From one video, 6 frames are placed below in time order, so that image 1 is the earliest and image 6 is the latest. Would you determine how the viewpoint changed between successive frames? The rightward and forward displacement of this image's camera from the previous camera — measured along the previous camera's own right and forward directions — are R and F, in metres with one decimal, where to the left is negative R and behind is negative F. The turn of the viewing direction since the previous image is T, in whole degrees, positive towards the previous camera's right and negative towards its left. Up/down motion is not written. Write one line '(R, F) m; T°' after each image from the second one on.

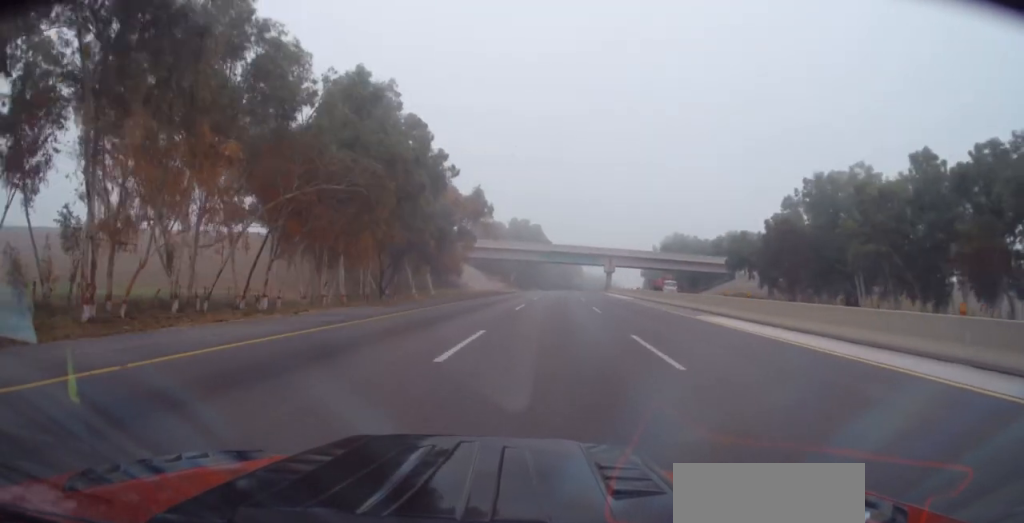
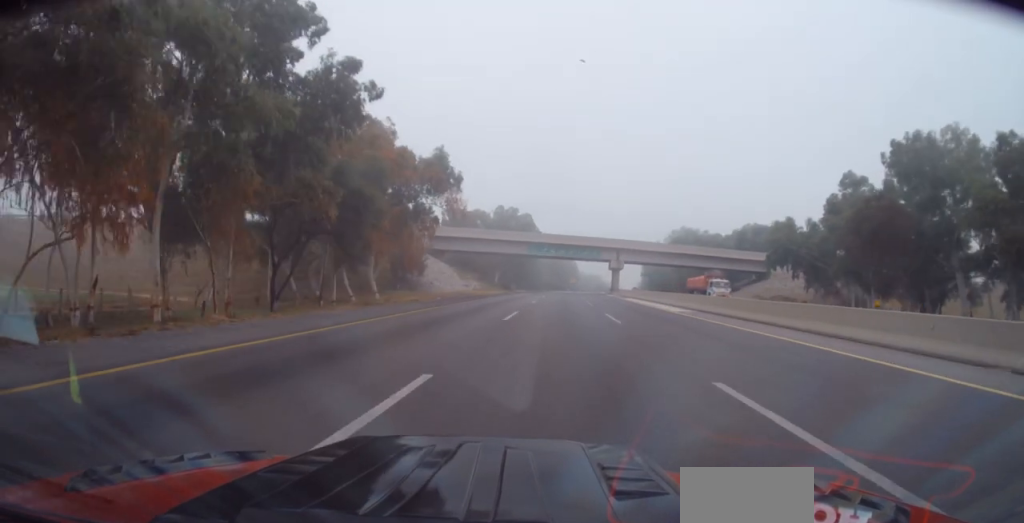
(0.0, +25.7) m; 0°
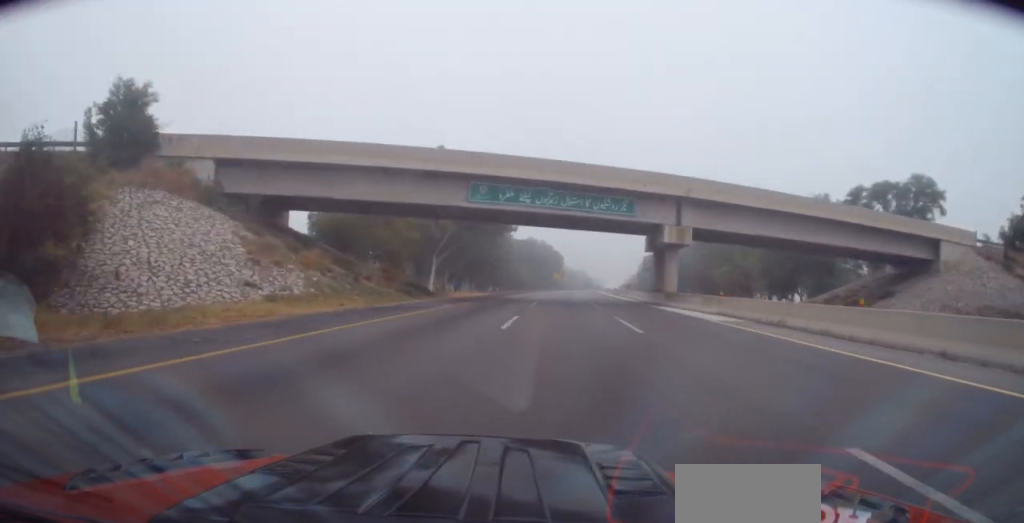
(+1.0, +57.5) m; +2°
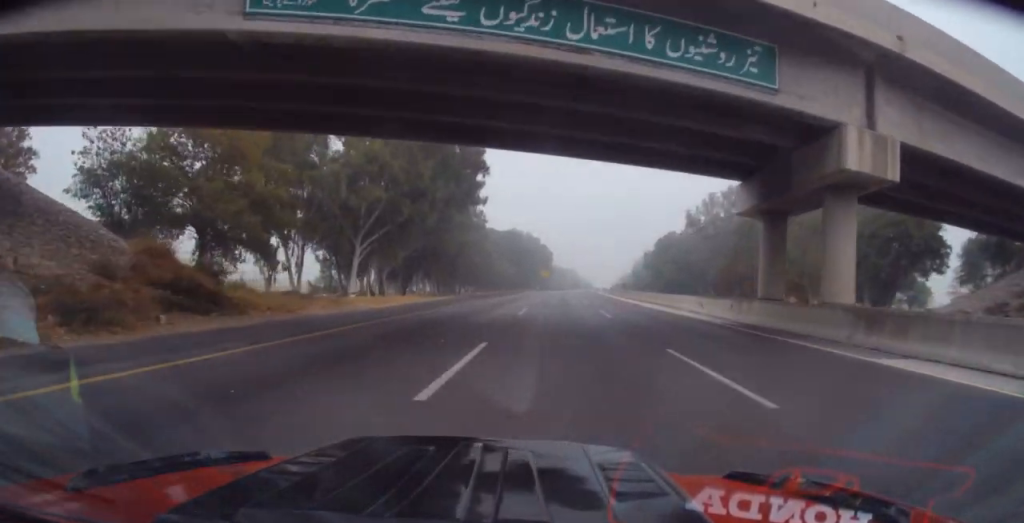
(0.0, +28.3) m; 0°
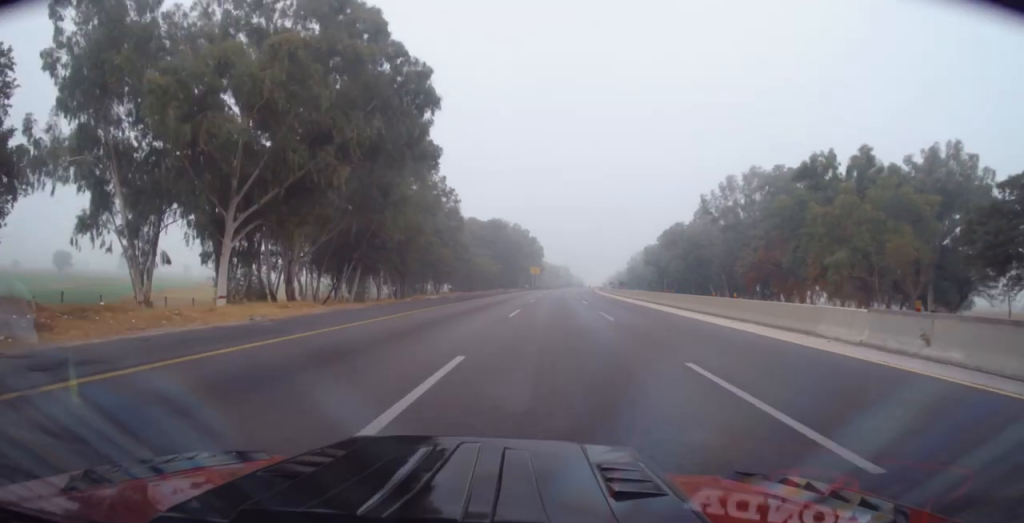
(+0.1, +20.6) m; +2°
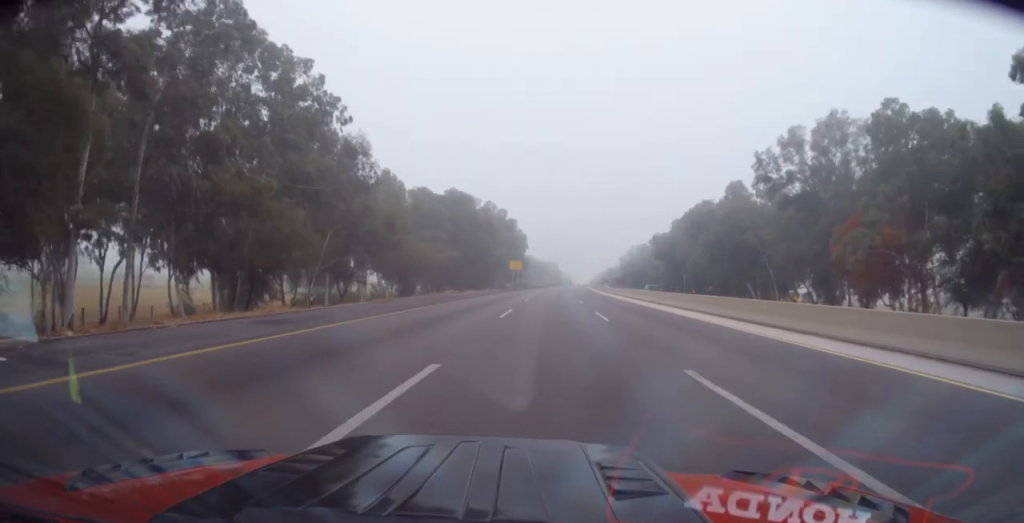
(+1.2, +37.3) m; +2°
